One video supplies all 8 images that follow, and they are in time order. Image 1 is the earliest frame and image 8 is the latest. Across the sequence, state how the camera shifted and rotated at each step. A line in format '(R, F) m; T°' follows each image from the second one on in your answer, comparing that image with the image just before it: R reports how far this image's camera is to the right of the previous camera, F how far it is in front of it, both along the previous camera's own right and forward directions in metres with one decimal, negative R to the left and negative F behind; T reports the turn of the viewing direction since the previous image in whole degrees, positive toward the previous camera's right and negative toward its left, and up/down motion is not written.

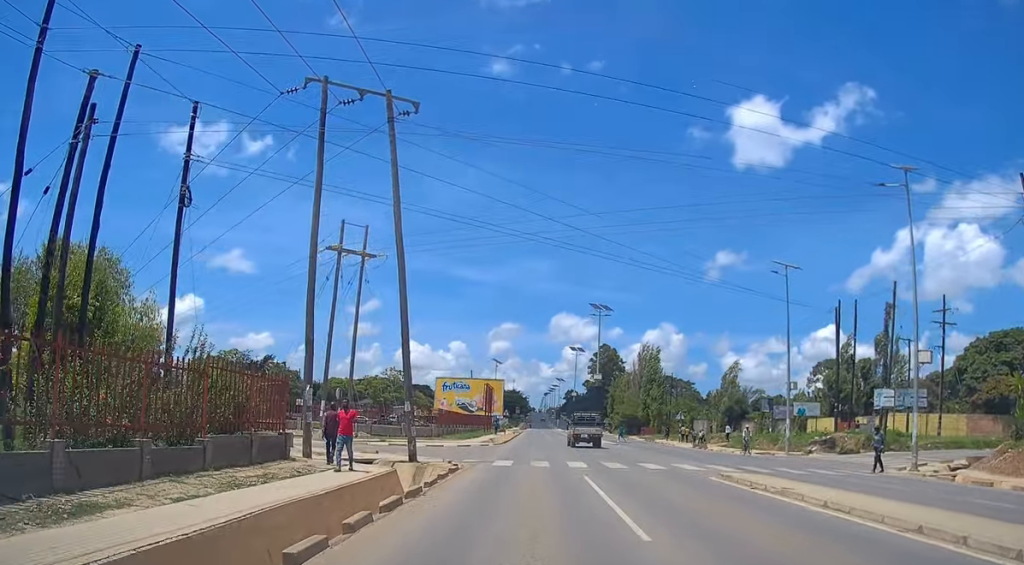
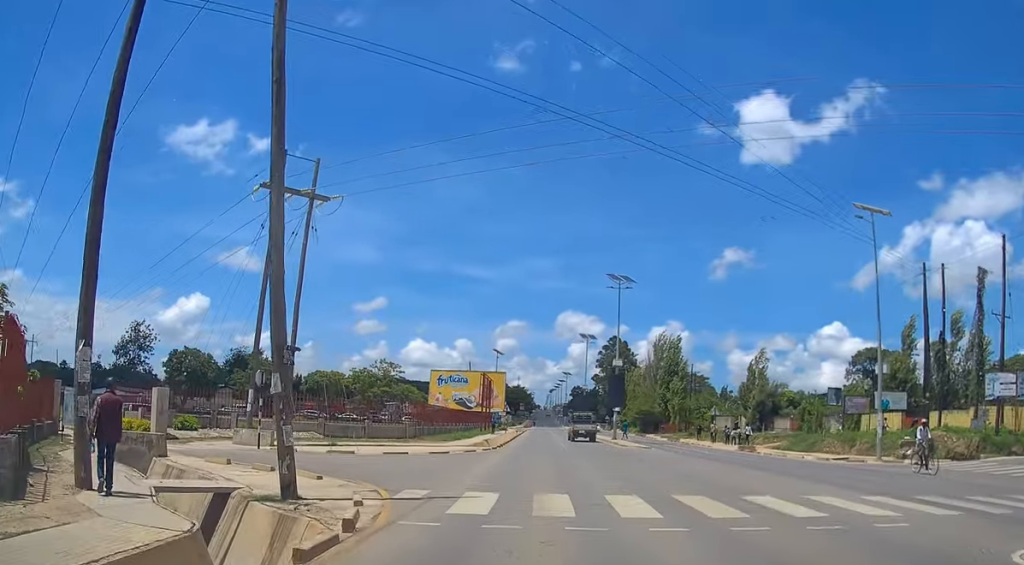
(+0.1, +12.3) m; +1°
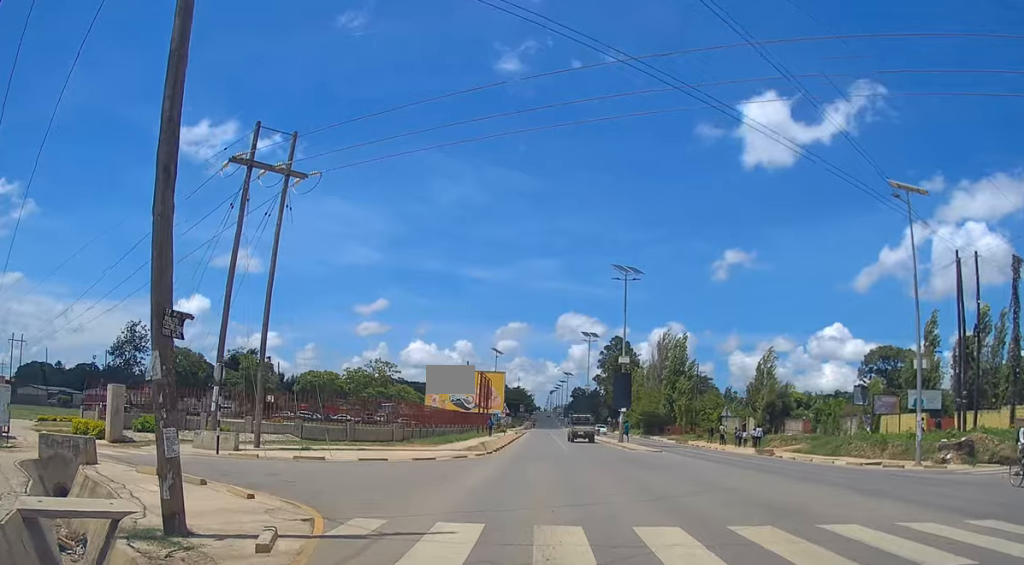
(0.0, +3.9) m; 0°
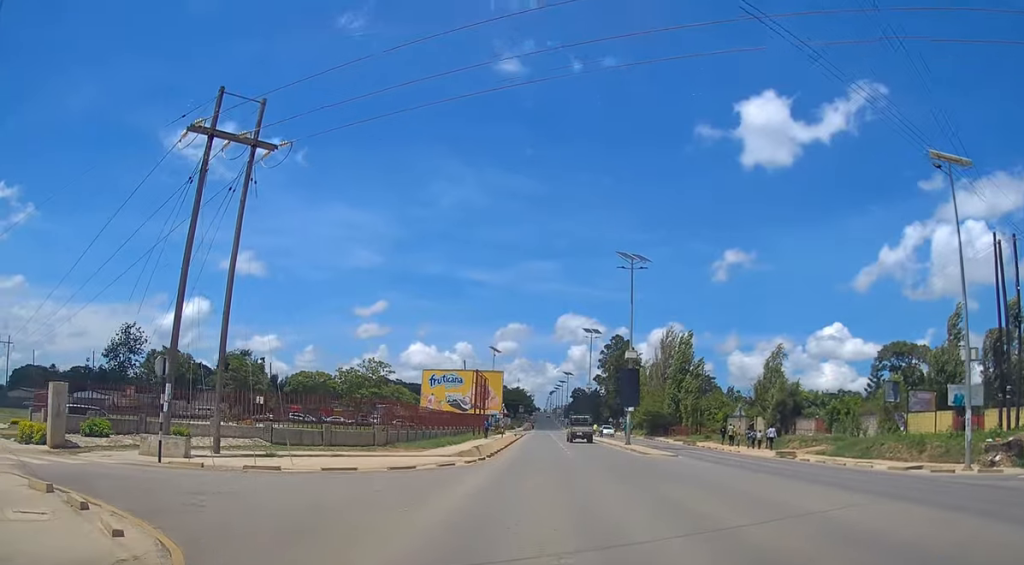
(0.0, +3.9) m; 0°
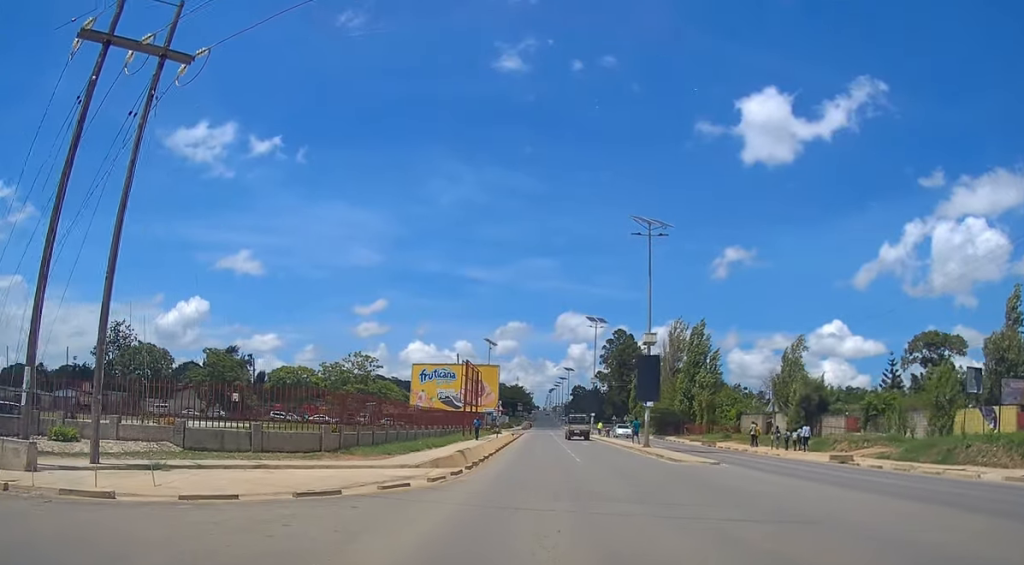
(0.0, +7.9) m; -1°
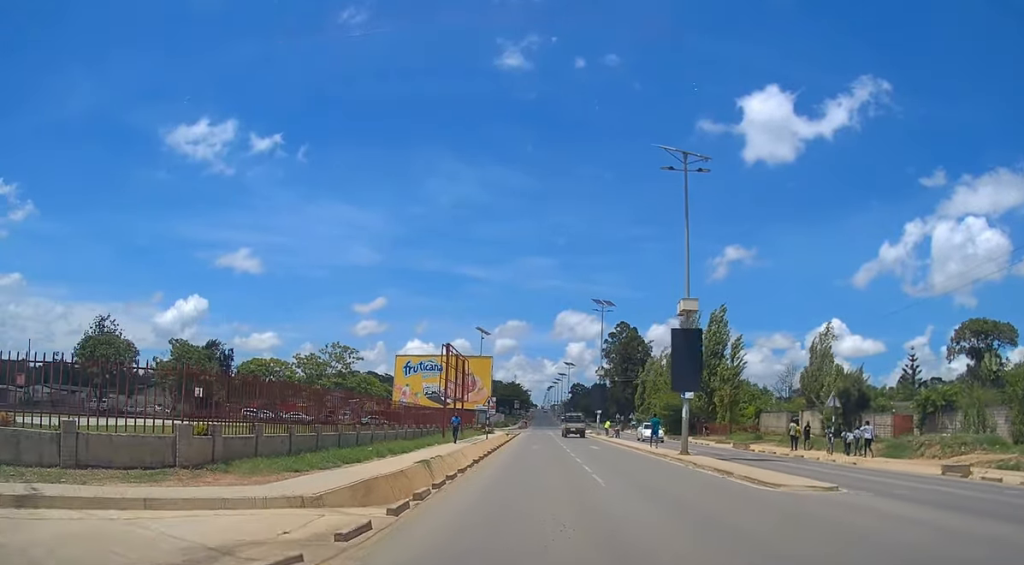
(-0.1, +10.1) m; 0°
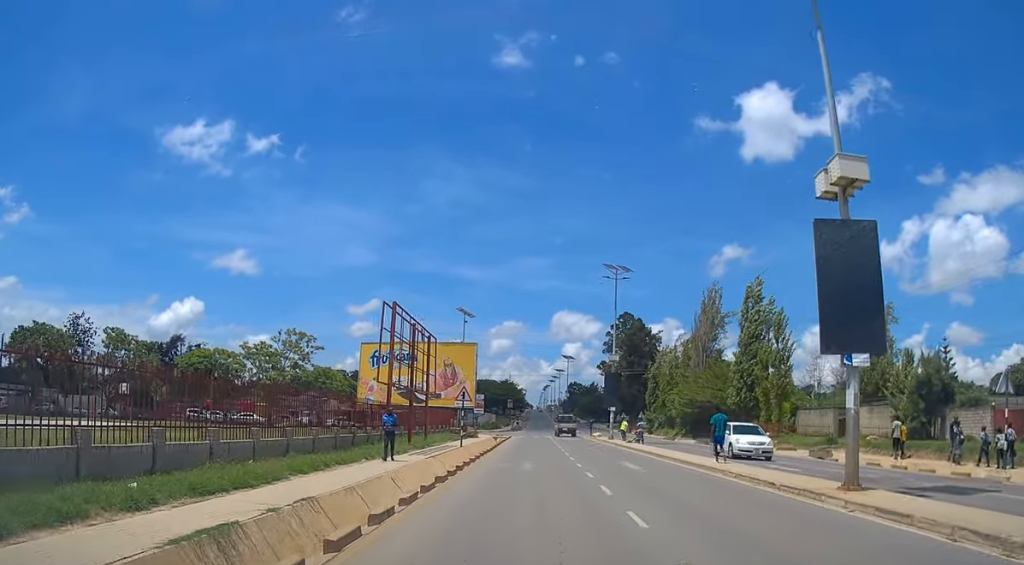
(+0.2, +15.0) m; +1°
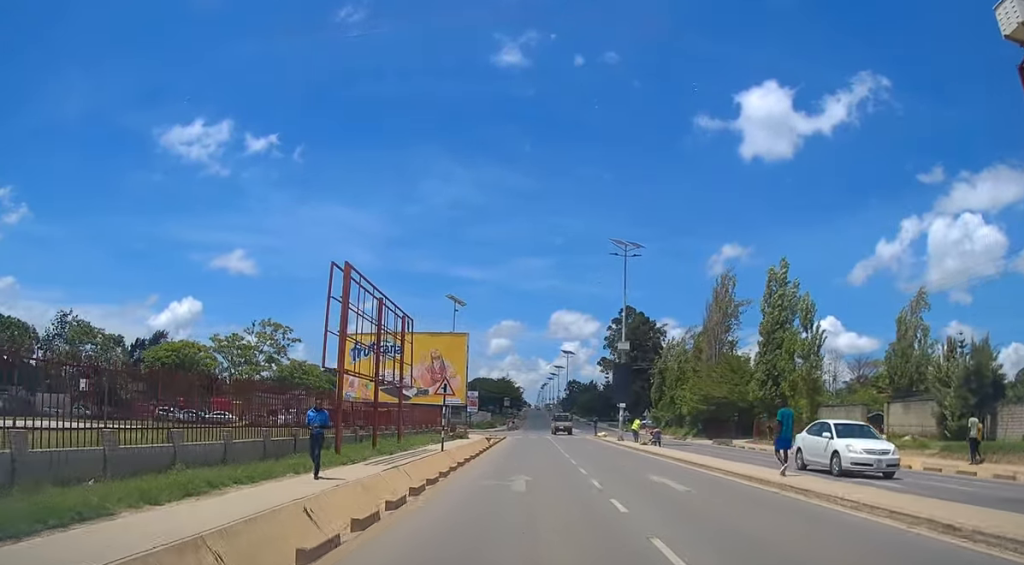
(0.0, +6.6) m; 0°
